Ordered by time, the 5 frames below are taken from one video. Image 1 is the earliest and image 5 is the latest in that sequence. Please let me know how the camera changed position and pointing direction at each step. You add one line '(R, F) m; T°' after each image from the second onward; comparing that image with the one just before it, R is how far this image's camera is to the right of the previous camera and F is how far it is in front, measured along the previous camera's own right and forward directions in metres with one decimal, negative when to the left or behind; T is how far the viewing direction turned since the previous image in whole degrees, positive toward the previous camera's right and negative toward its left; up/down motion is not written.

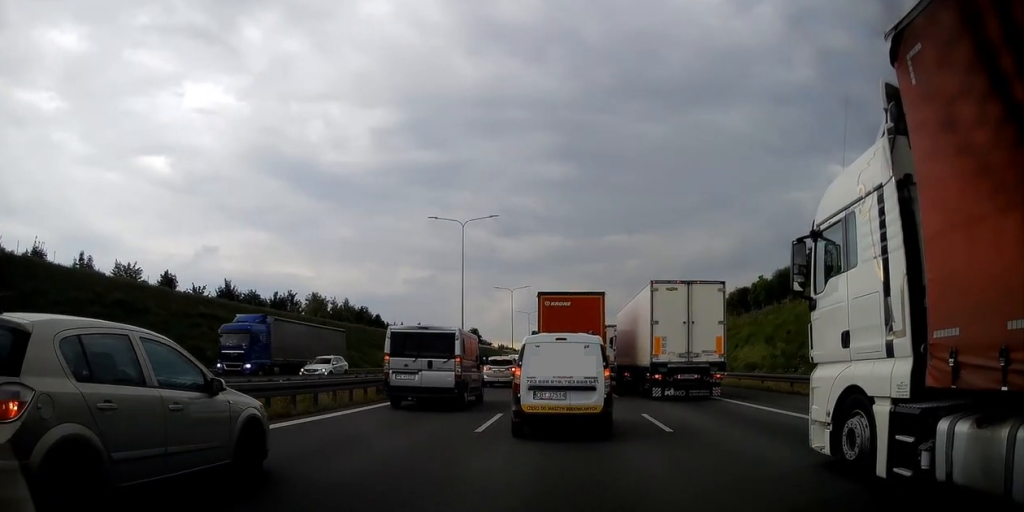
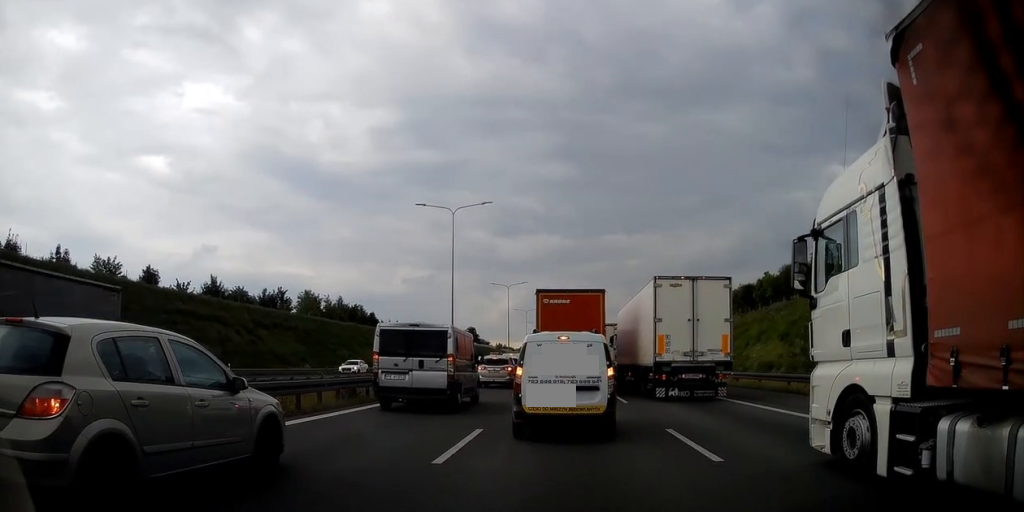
(+0.4, +3.5) m; +1°
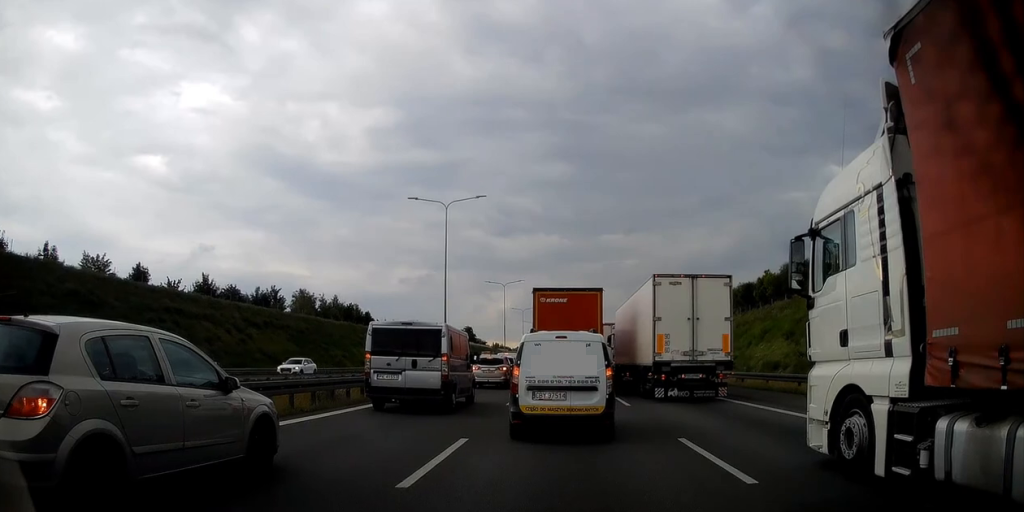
(-0.1, +1.3) m; 0°
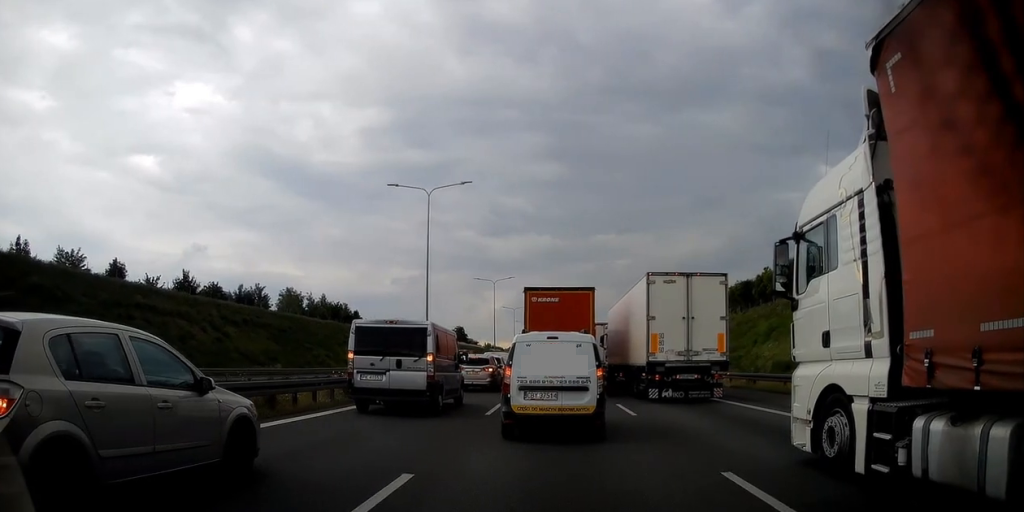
(-0.1, +2.9) m; +1°
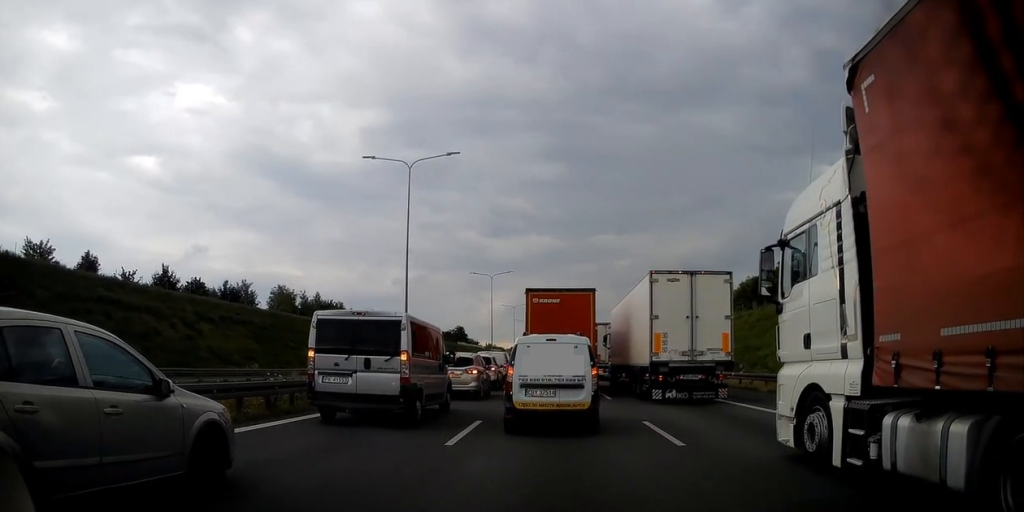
(+0.1, +4.3) m; -1°
